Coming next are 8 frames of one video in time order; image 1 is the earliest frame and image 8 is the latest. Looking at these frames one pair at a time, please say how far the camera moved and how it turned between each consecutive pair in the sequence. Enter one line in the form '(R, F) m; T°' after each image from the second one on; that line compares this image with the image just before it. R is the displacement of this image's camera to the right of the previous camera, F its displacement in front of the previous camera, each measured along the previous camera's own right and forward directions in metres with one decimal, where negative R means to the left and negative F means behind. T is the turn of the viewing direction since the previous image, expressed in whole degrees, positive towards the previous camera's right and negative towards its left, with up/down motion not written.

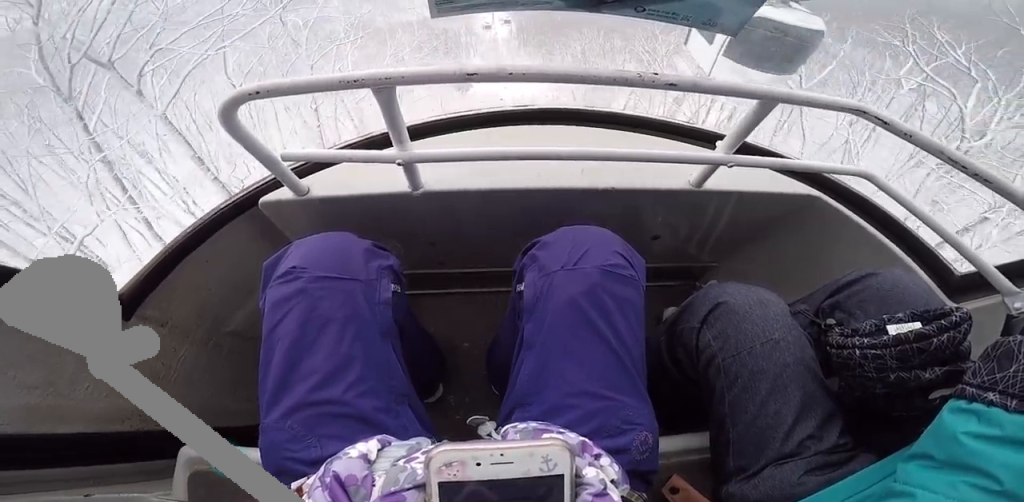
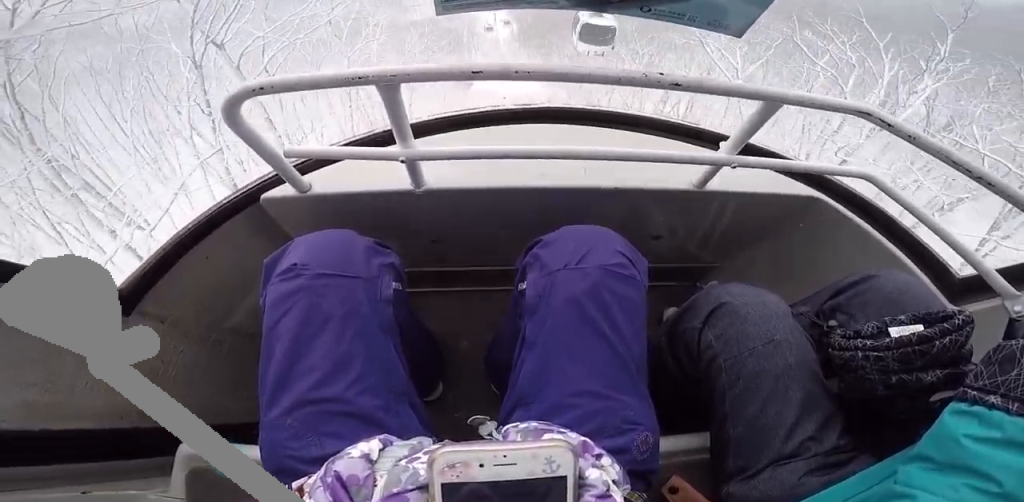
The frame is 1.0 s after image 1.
(-0.5, +3.8) m; +8°
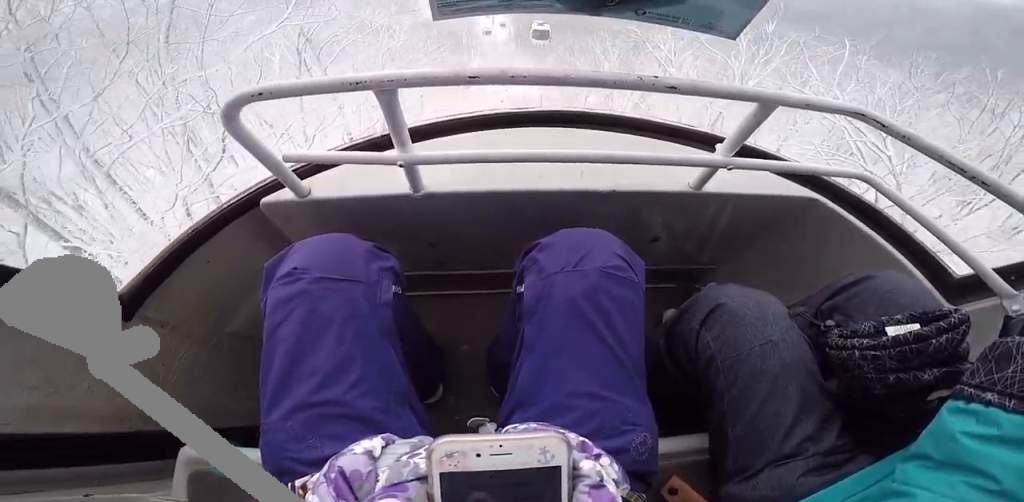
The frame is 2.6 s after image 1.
(+1.0, +6.8) m; +8°
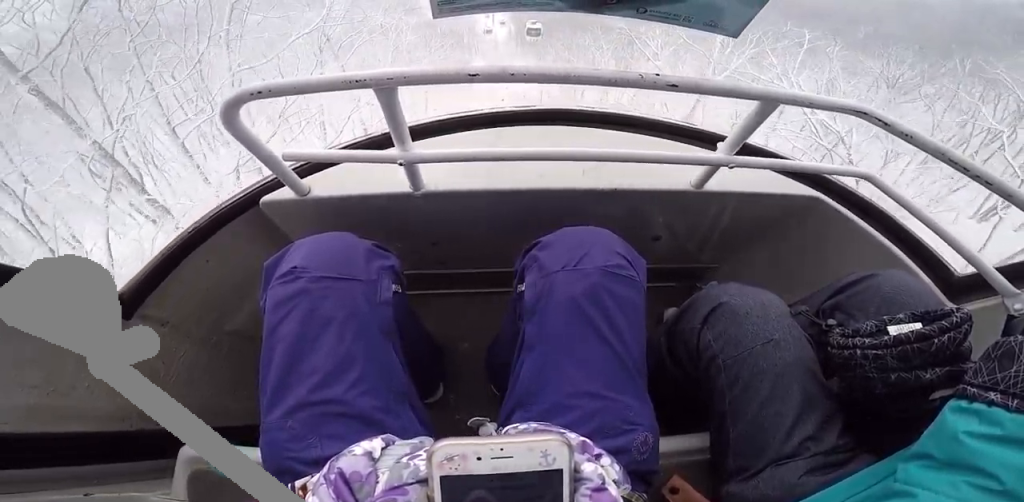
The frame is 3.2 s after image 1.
(-0.1, +2.4) m; +2°
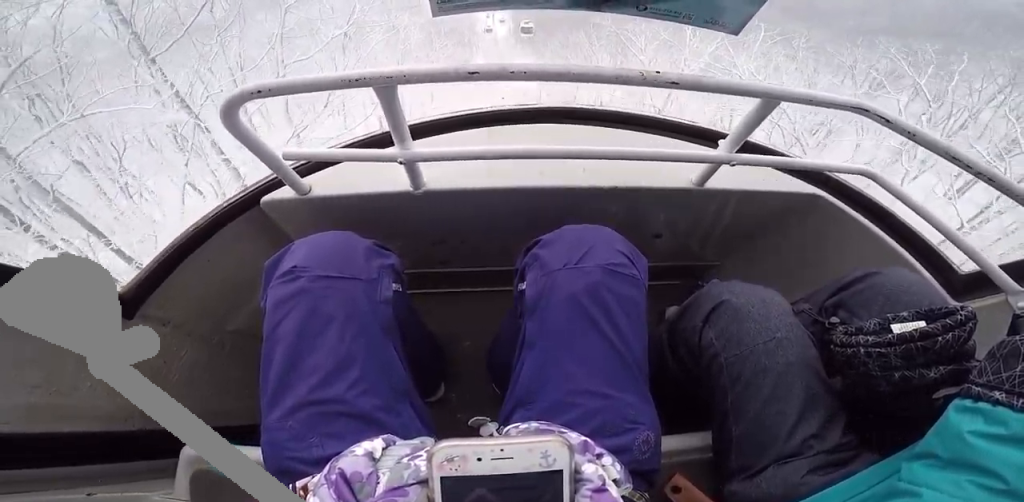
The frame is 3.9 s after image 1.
(+0.4, +3.3) m; +5°
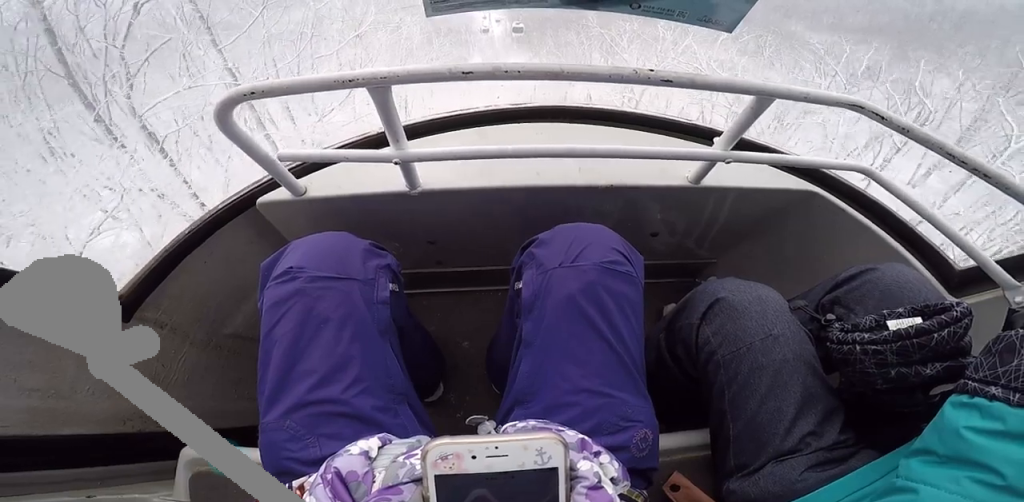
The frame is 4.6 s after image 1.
(-0.1, +3.1) m; -16°
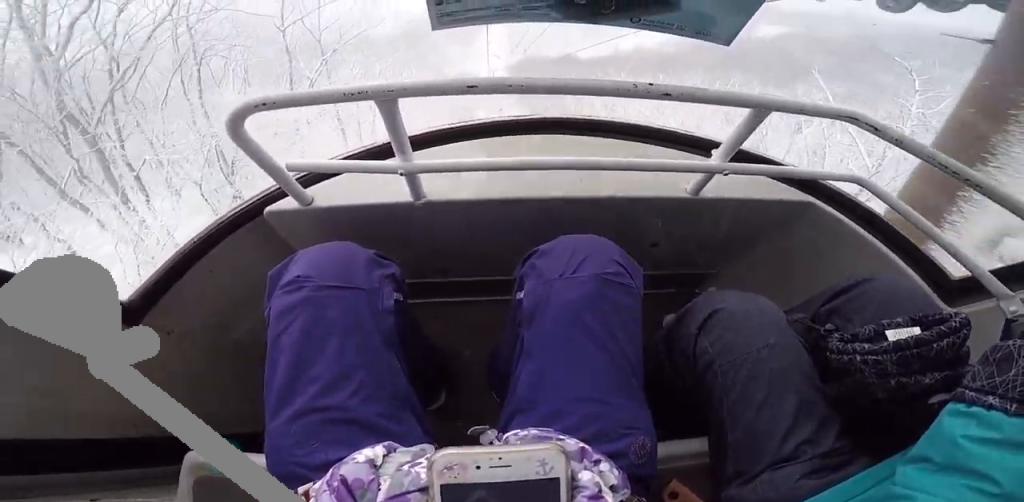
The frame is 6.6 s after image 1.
(-1.0, +8.2) m; +4°
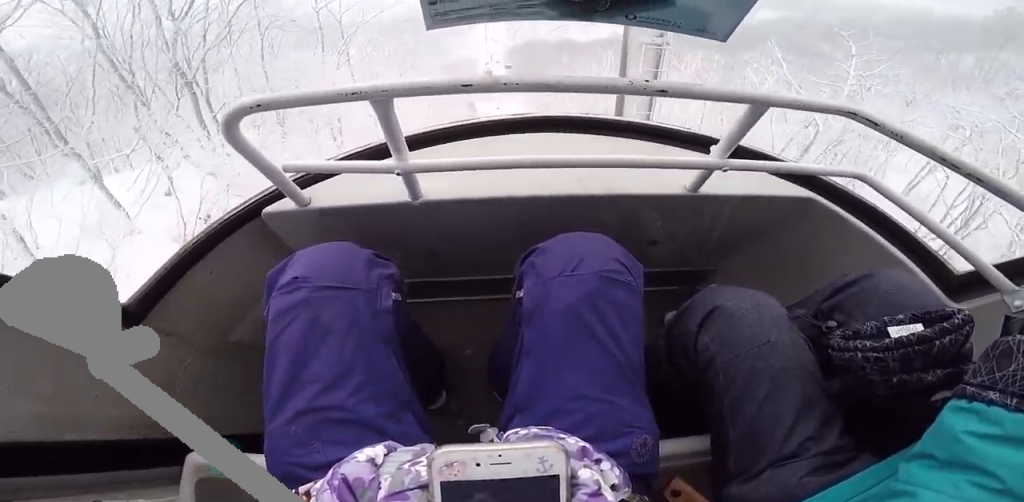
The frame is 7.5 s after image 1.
(+0.2, +4.1) m; +5°
